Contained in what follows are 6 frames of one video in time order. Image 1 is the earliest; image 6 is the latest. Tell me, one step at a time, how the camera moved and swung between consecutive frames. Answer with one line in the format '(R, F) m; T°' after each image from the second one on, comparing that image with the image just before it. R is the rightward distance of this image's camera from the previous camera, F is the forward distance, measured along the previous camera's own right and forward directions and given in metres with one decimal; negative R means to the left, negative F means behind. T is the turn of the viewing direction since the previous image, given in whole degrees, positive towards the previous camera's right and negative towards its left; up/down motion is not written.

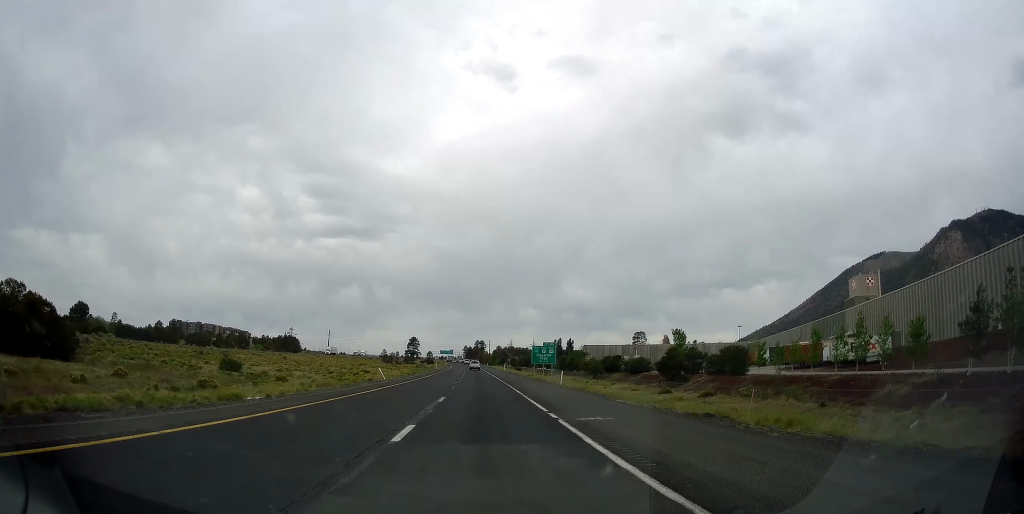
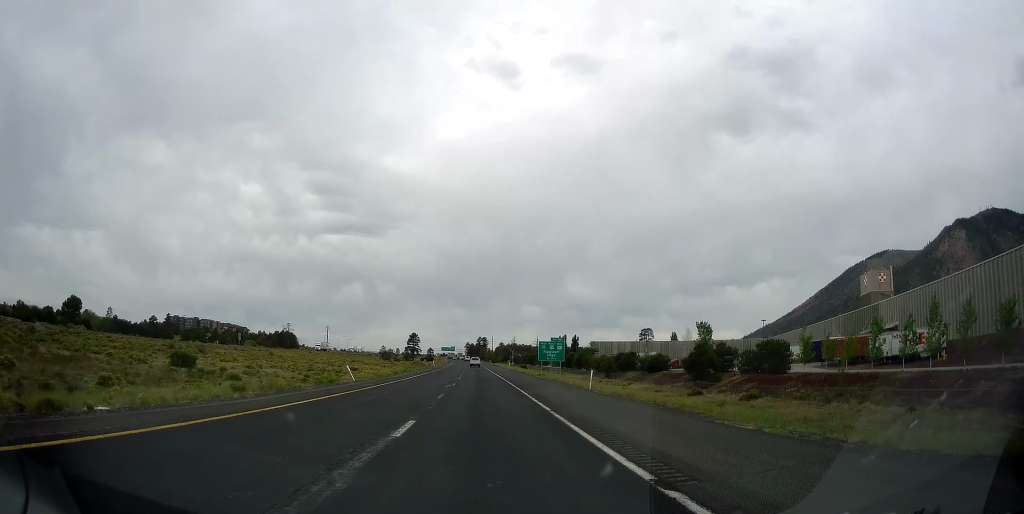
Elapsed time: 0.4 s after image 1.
(-0.2, +12.0) m; 0°
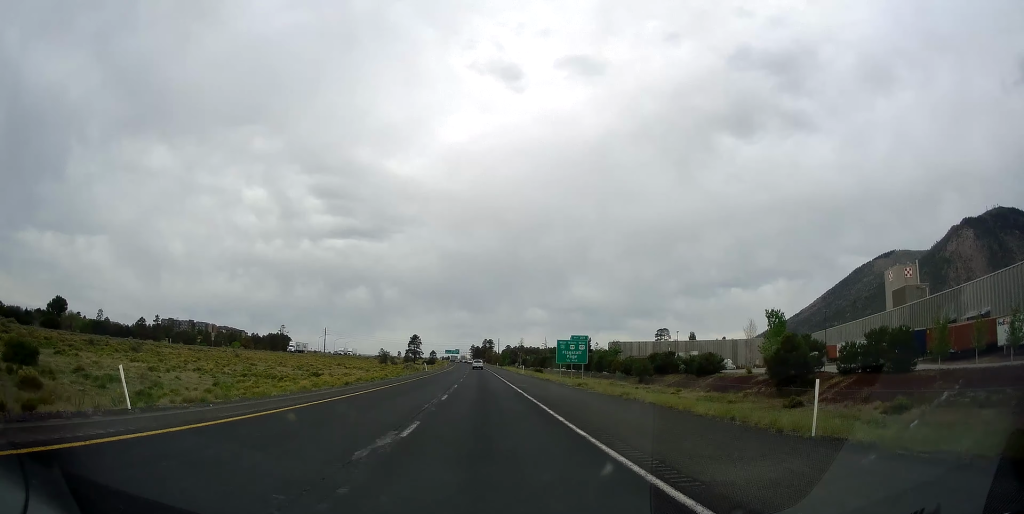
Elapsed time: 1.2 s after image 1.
(+0.3, +24.0) m; 0°
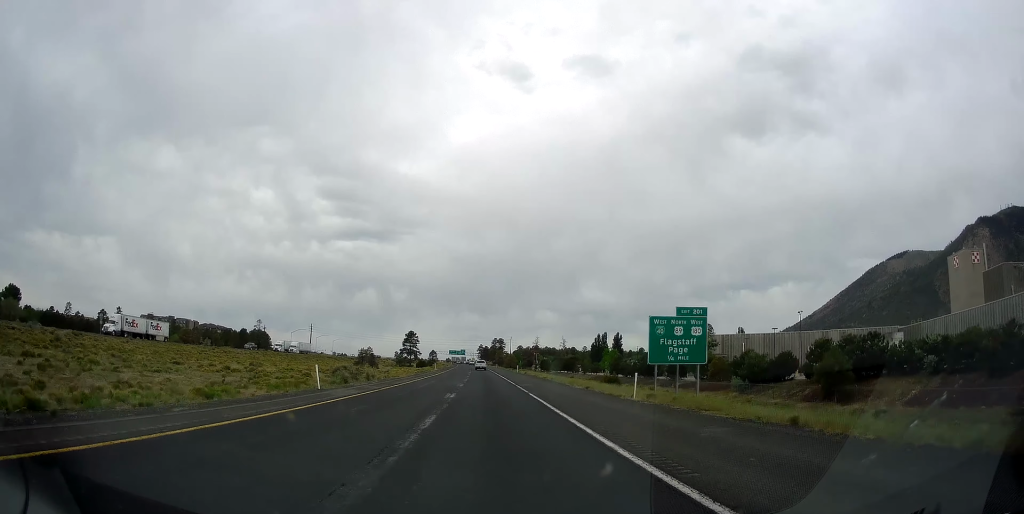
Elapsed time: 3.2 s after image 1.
(-0.8, +58.8) m; -1°
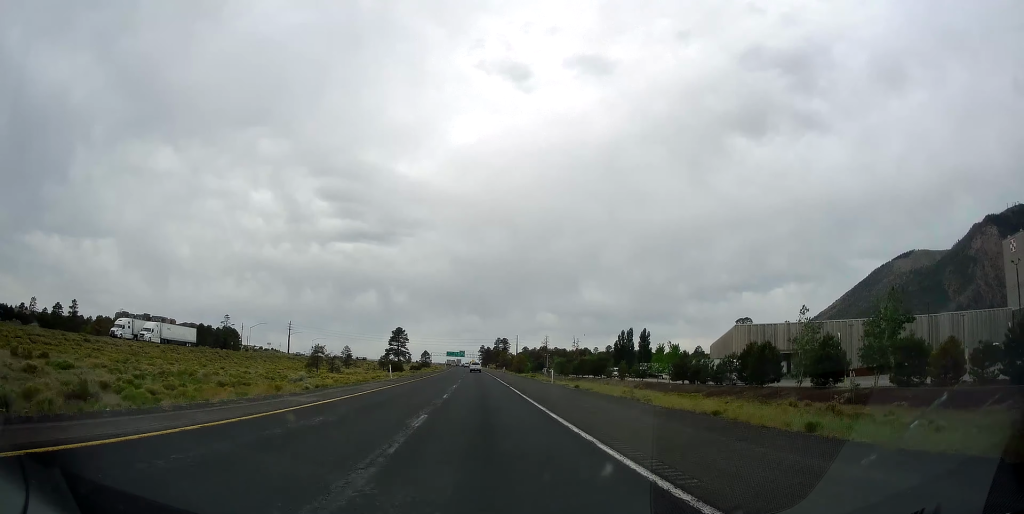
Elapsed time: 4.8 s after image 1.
(-0.2, +48.1) m; -1°
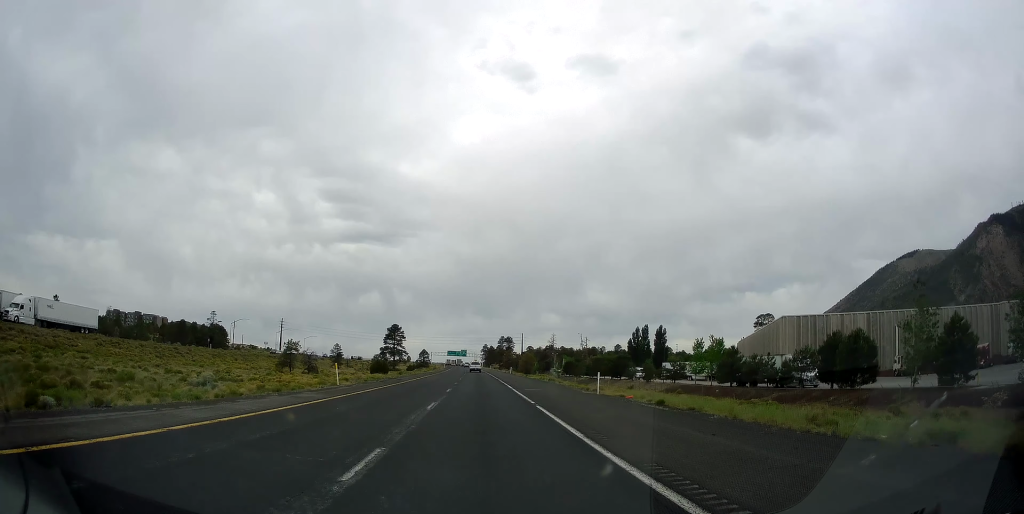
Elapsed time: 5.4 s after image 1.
(-0.3, +19.2) m; 0°
